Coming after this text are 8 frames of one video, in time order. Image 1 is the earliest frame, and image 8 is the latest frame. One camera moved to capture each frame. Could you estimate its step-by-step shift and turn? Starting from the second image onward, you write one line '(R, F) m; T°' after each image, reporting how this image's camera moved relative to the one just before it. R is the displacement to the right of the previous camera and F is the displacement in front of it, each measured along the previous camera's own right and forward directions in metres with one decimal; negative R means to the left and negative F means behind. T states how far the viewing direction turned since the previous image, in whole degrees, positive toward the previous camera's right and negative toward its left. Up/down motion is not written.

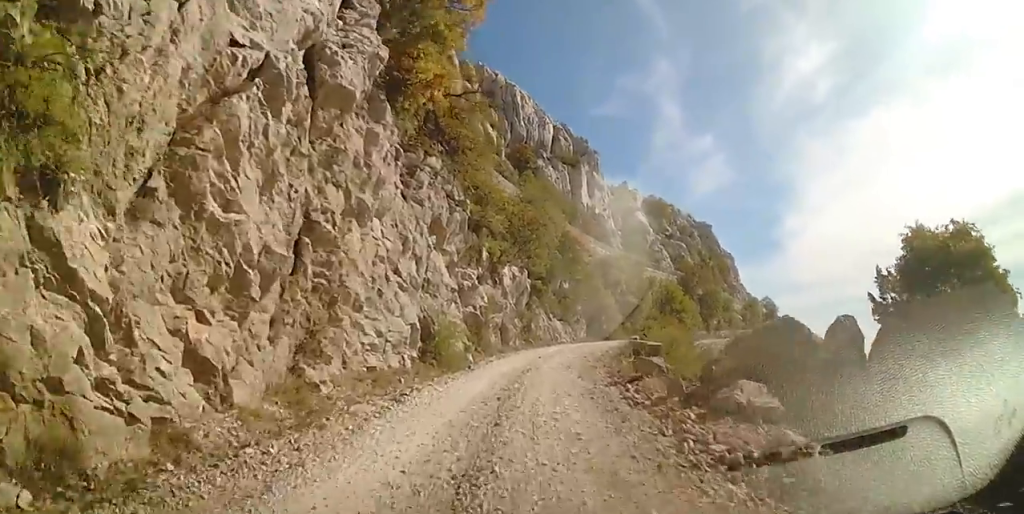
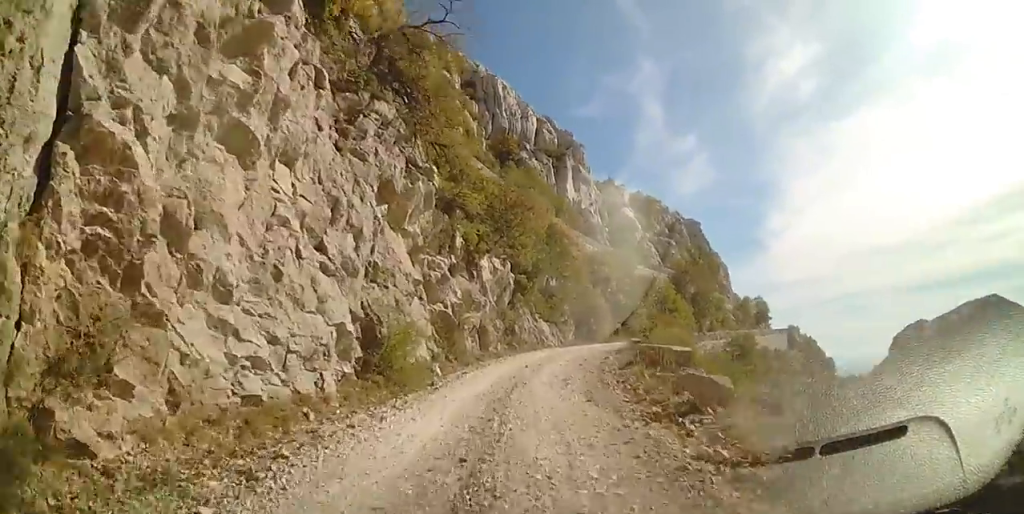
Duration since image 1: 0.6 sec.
(+0.6, +4.4) m; +3°
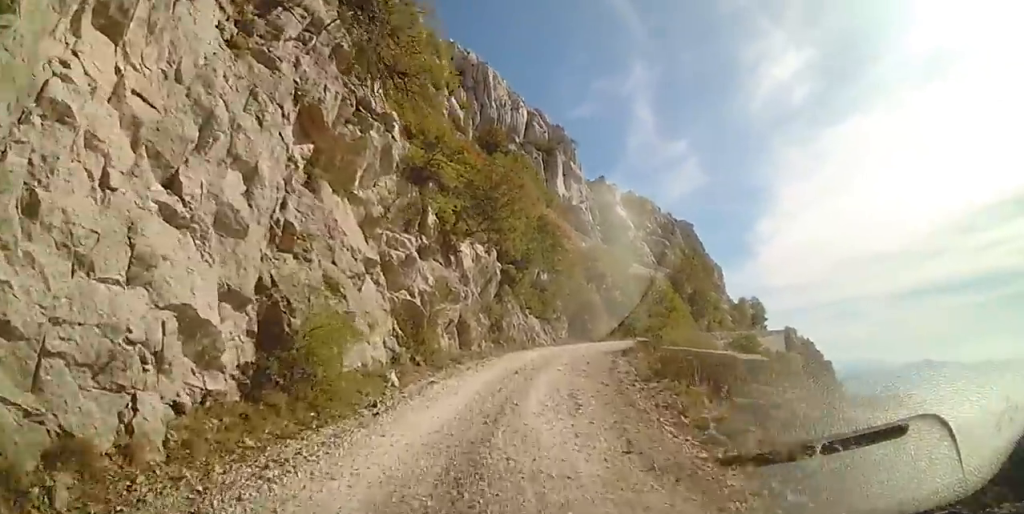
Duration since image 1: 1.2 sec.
(-0.1, +4.2) m; +1°
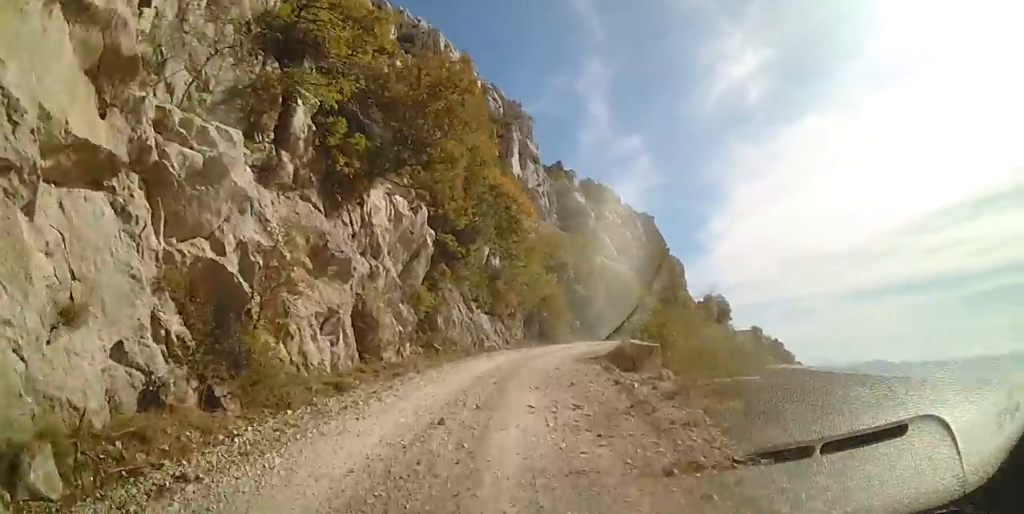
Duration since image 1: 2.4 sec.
(0.0, +7.8) m; +3°
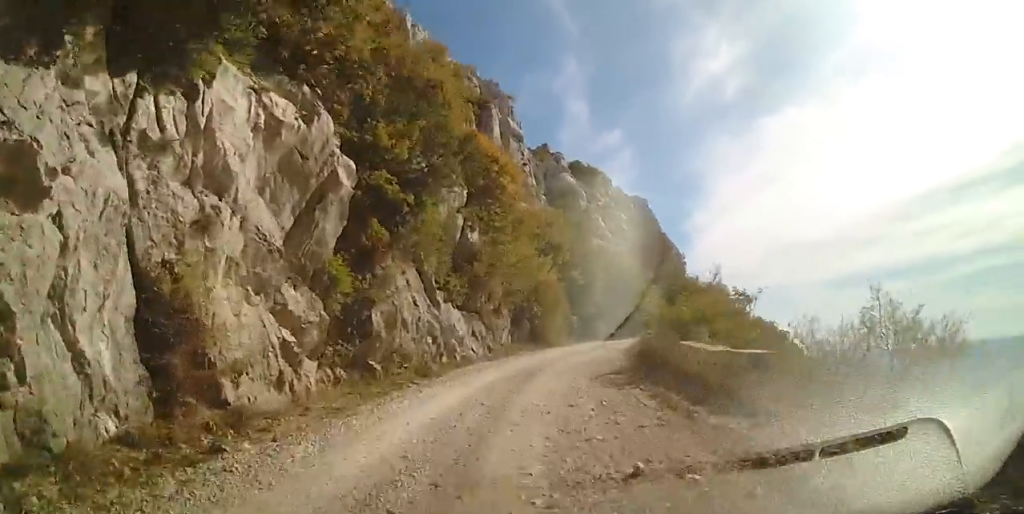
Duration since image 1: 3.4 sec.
(+0.3, +7.1) m; +8°
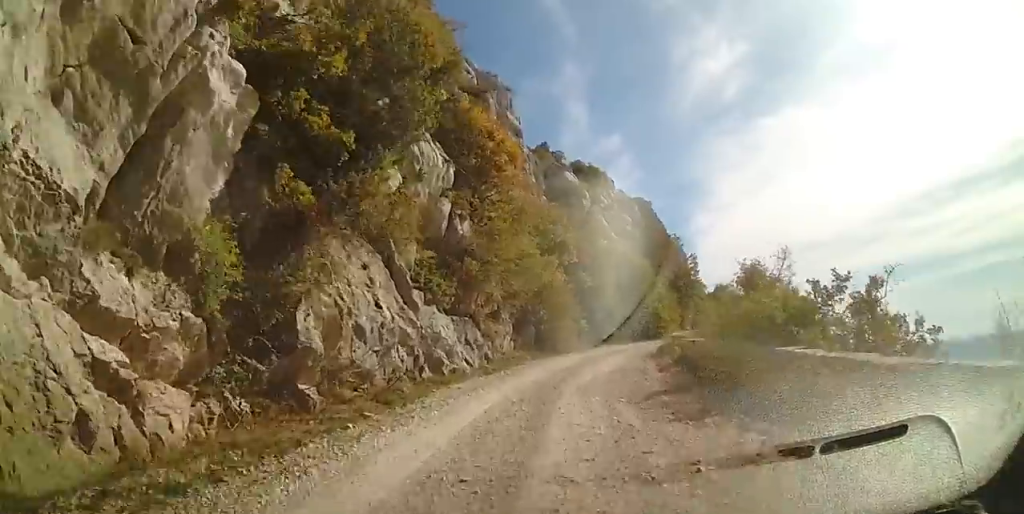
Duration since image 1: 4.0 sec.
(+0.2, +4.4) m; +4°
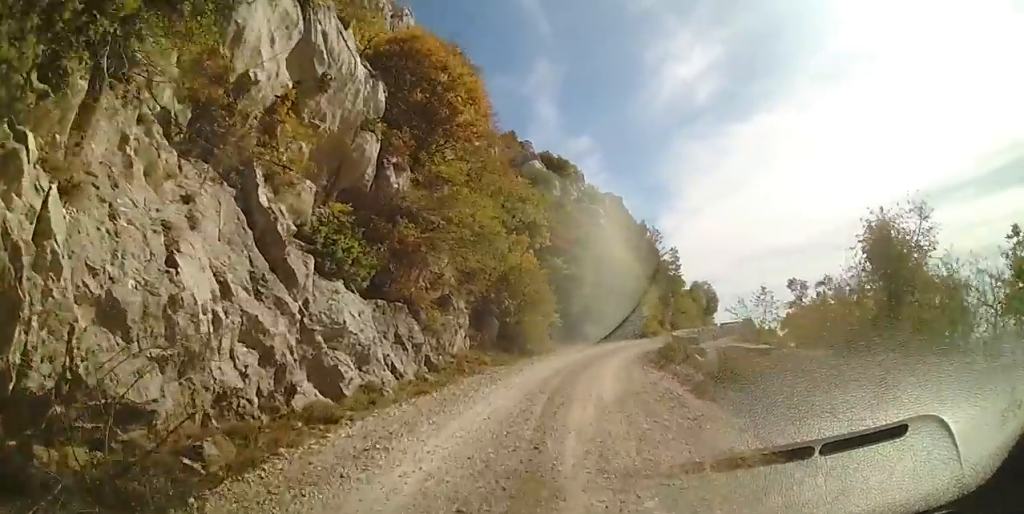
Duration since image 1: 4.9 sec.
(+0.6, +5.9) m; +2°
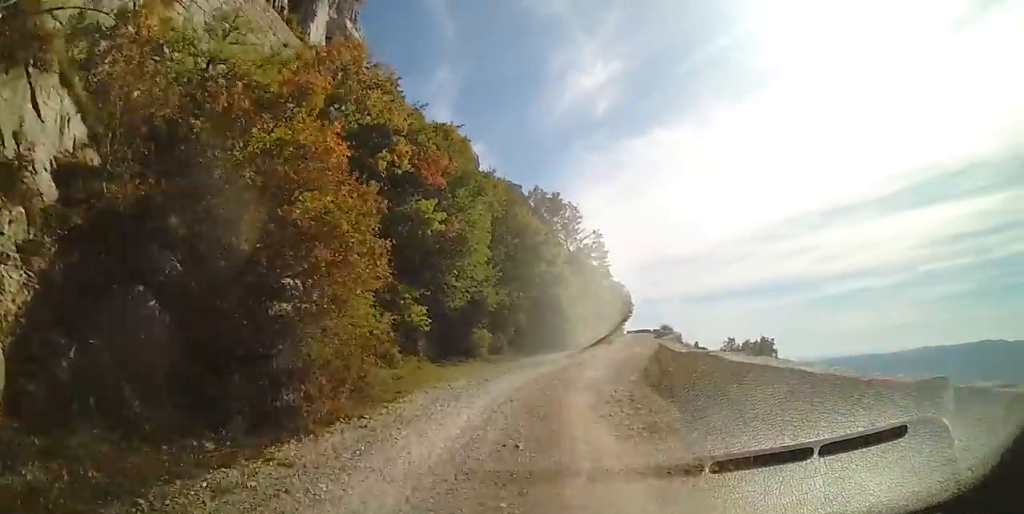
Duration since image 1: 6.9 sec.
(+0.5, +15.2) m; +10°
